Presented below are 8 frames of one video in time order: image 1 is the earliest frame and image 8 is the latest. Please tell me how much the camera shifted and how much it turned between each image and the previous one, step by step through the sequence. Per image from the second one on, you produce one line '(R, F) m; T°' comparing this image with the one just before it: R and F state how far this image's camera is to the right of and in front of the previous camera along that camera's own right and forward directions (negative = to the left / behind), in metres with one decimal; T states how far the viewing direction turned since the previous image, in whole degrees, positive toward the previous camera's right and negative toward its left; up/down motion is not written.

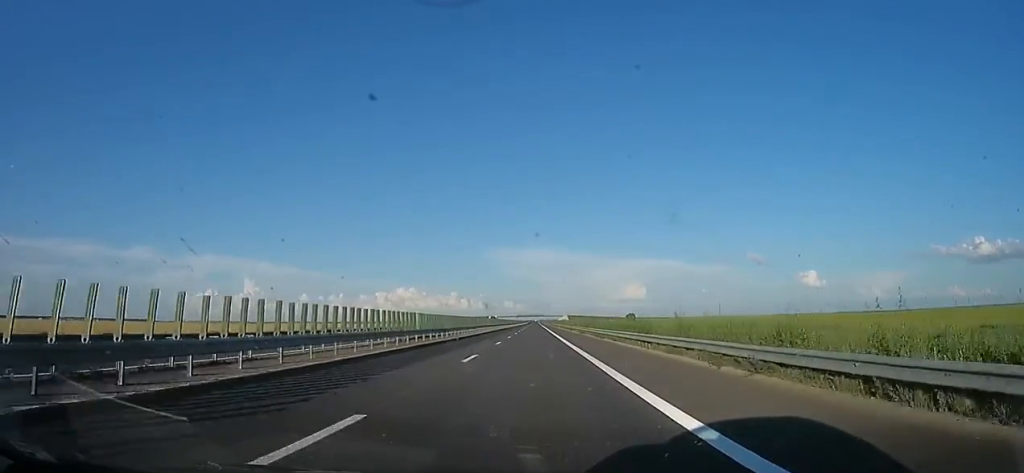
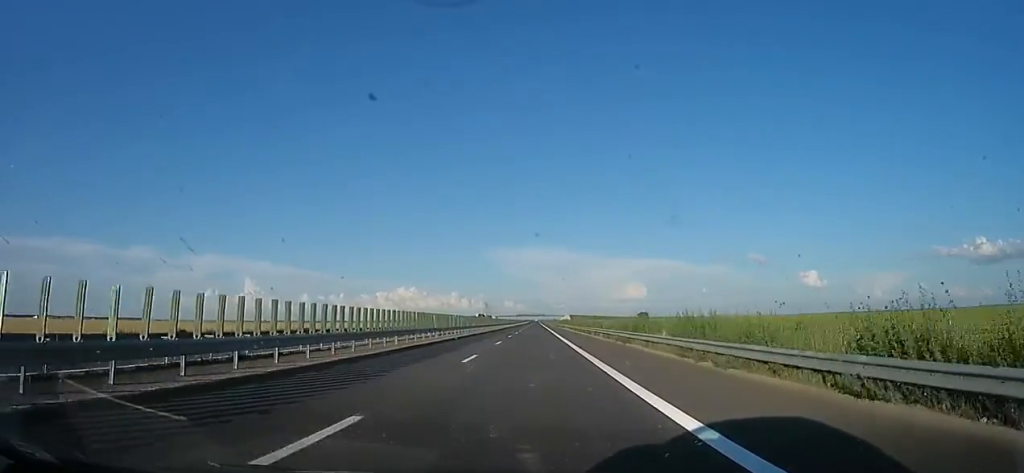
(-0.6, +24.2) m; -2°
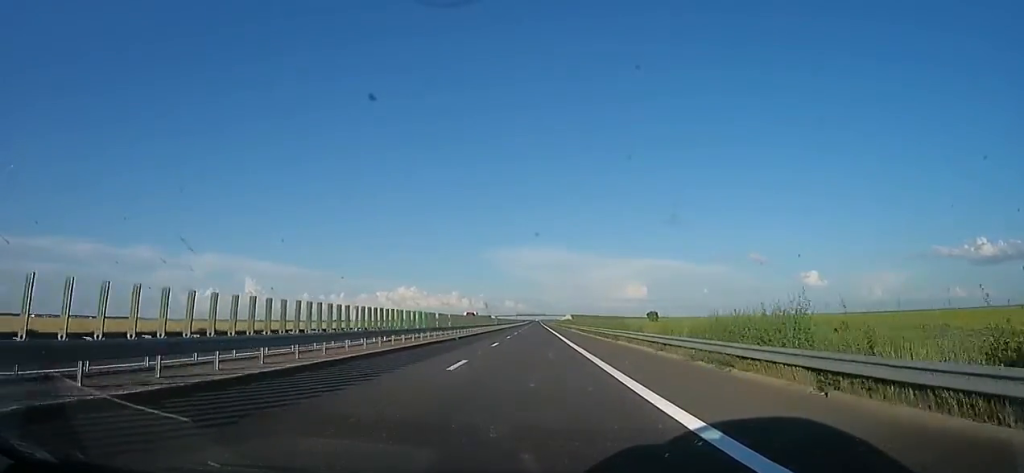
(0.0, +14.7) m; 0°
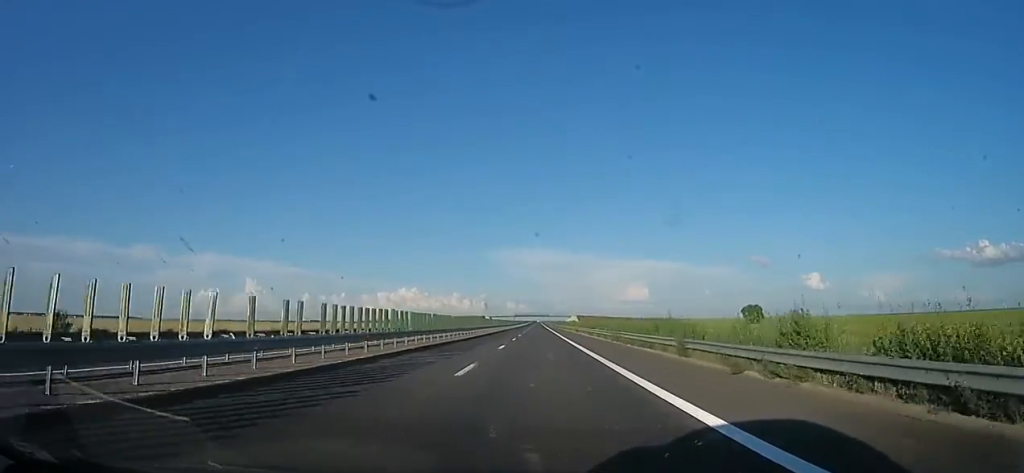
(+2.7, +84.3) m; +2°
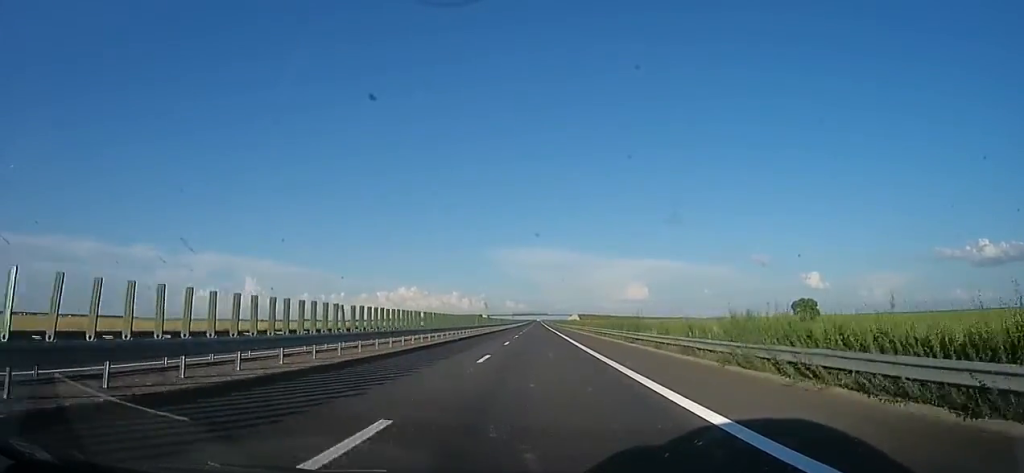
(-0.5, +20.7) m; -1°
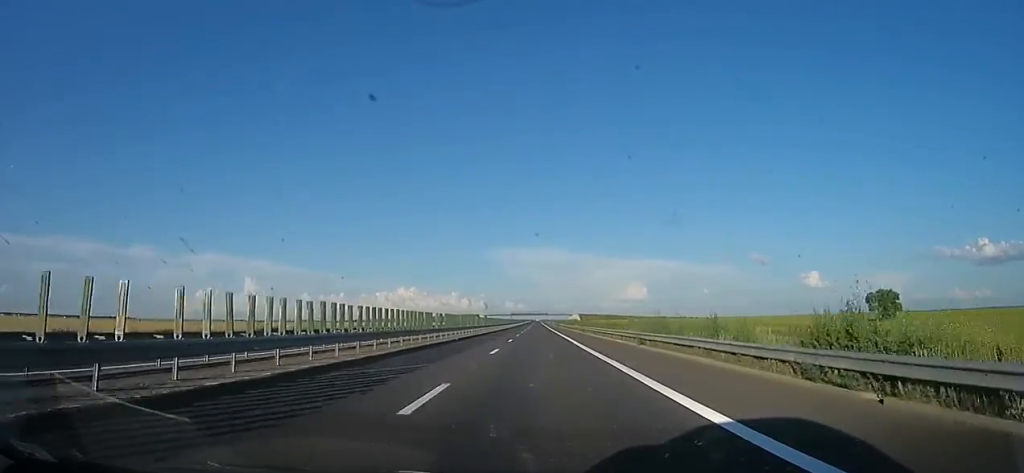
(-0.5, +20.1) m; -1°
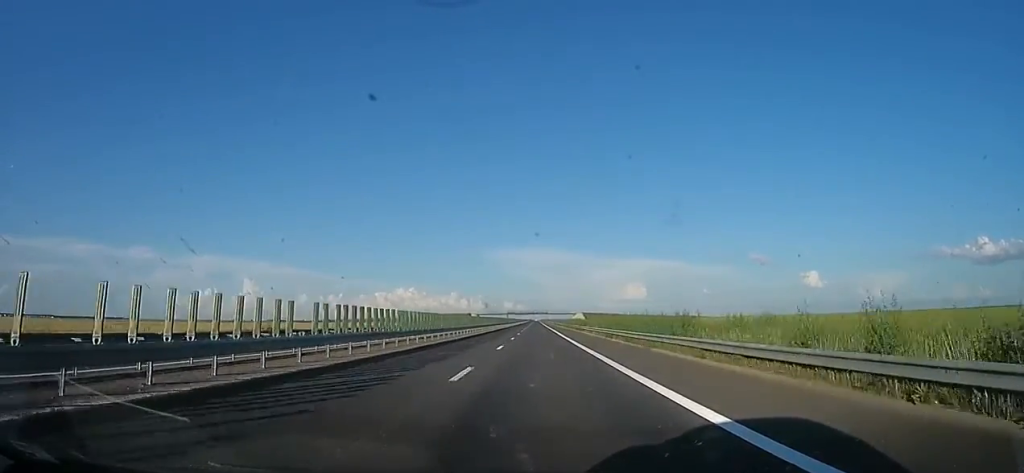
(0.0, +56.3) m; +2°
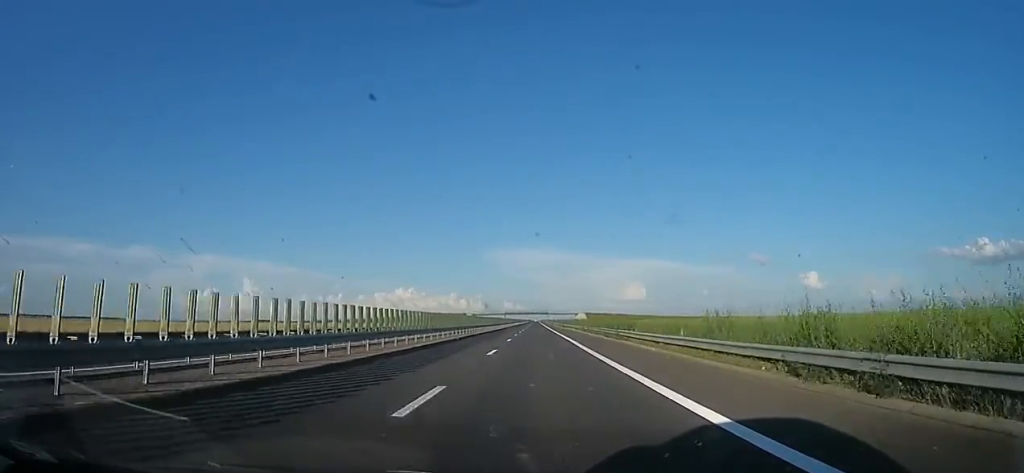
(+0.5, +27.9) m; +1°
